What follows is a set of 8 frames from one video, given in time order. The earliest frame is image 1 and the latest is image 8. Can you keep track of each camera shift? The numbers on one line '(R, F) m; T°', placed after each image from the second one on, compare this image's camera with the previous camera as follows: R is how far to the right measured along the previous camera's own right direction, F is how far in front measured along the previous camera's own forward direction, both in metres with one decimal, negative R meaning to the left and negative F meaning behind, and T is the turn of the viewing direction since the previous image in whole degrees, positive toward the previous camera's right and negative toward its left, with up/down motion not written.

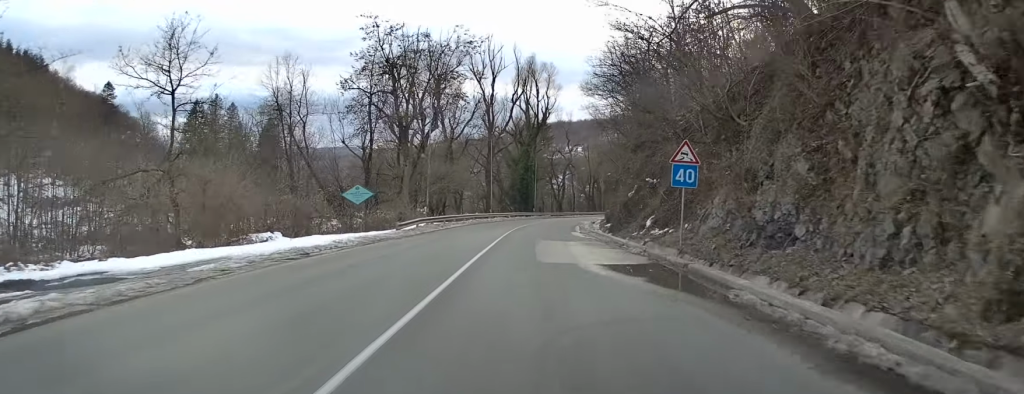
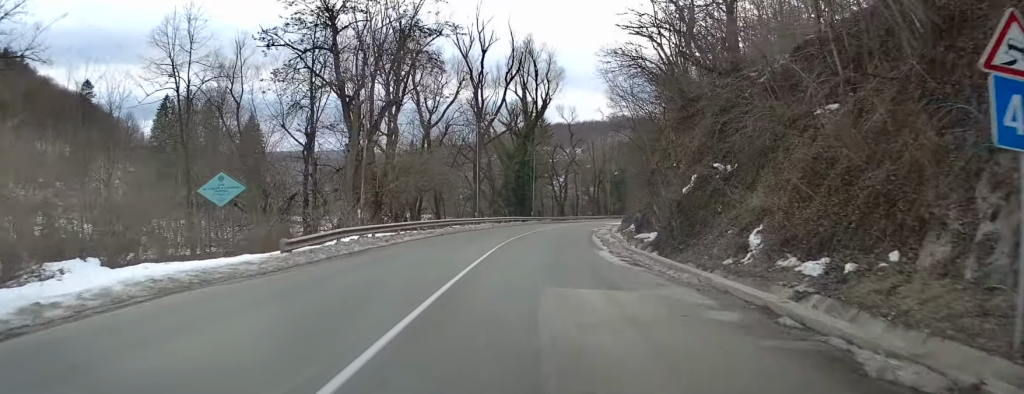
(0.0, +14.2) m; +1°
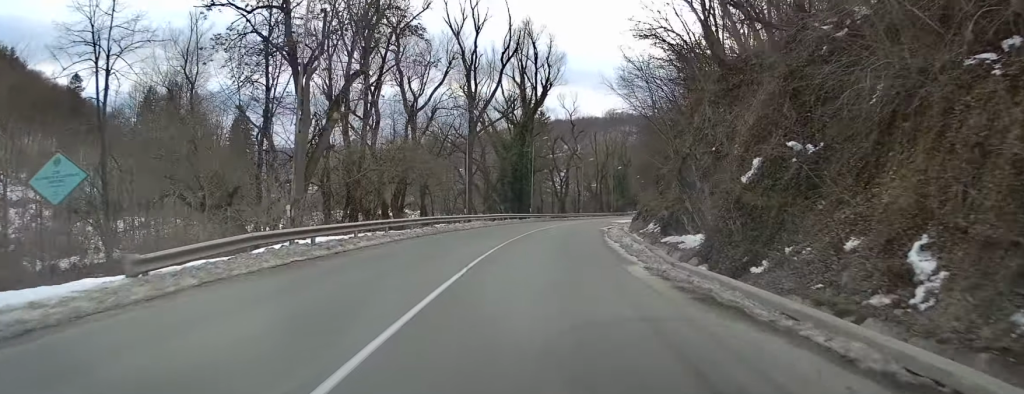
(+0.1, +7.1) m; +1°
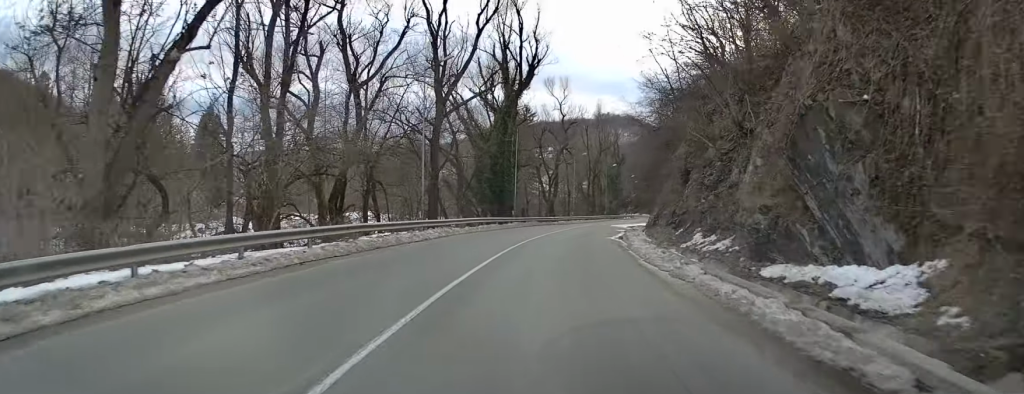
(+0.1, +13.0) m; +1°
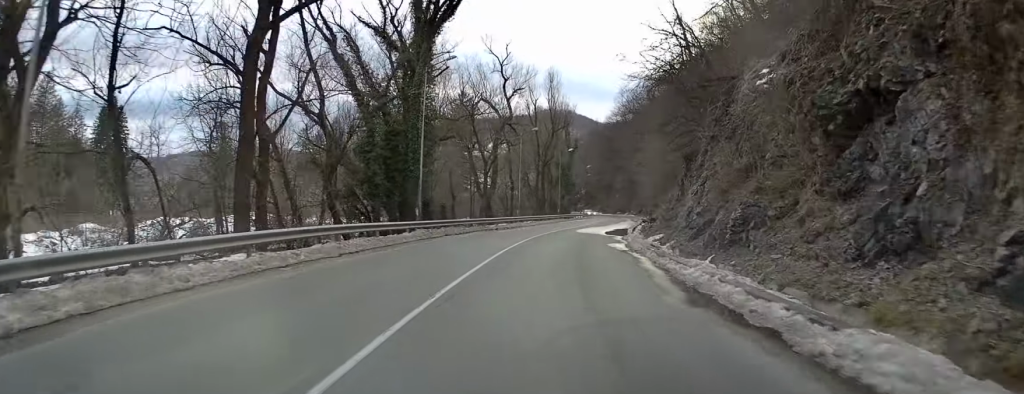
(+0.5, +24.3) m; +4°
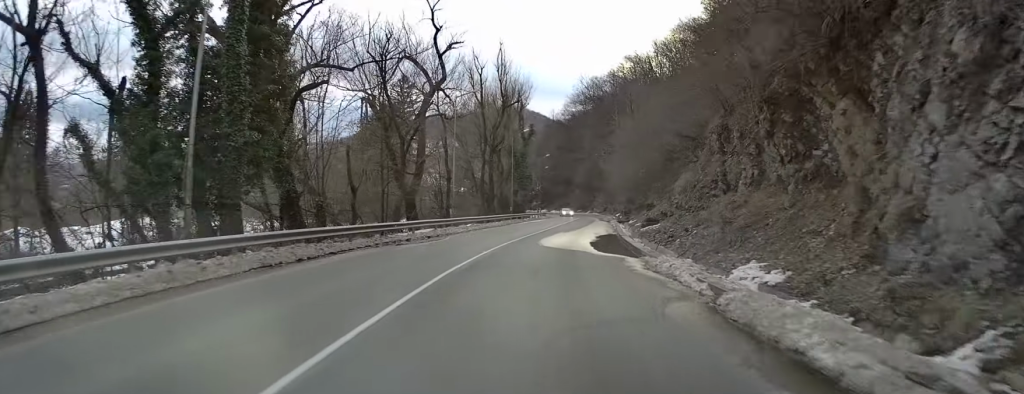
(+0.6, +18.5) m; +4°
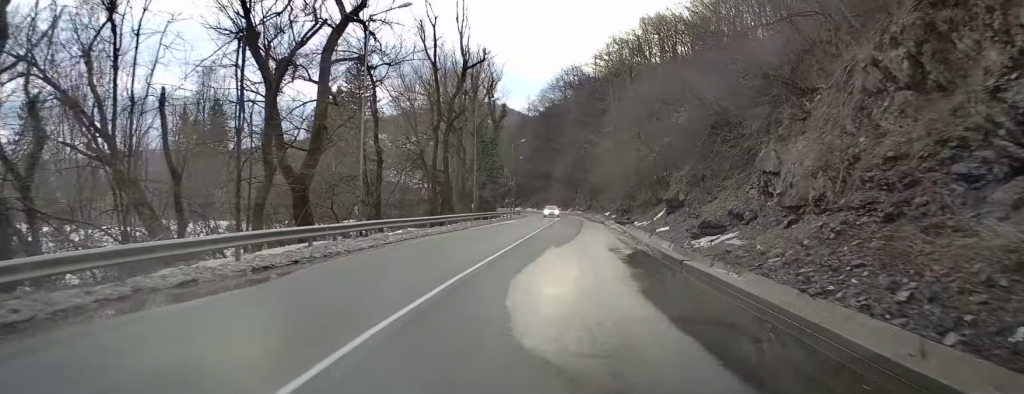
(+0.5, +17.1) m; +3°
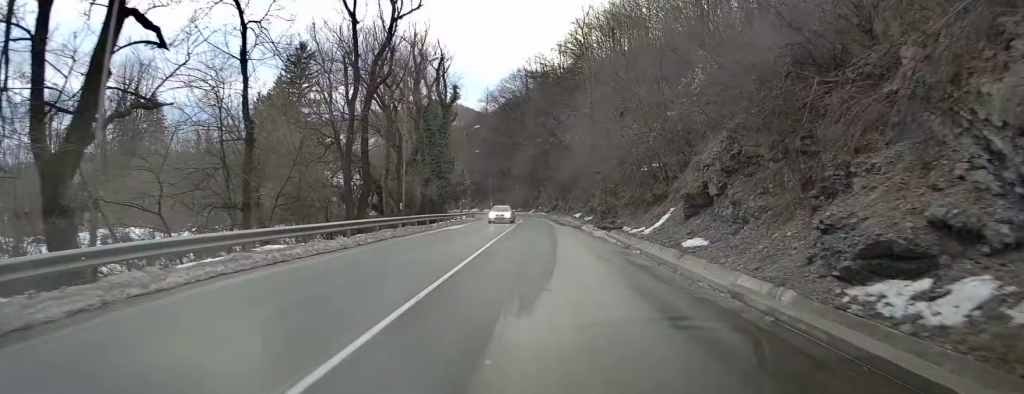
(+0.3, +13.0) m; +2°
